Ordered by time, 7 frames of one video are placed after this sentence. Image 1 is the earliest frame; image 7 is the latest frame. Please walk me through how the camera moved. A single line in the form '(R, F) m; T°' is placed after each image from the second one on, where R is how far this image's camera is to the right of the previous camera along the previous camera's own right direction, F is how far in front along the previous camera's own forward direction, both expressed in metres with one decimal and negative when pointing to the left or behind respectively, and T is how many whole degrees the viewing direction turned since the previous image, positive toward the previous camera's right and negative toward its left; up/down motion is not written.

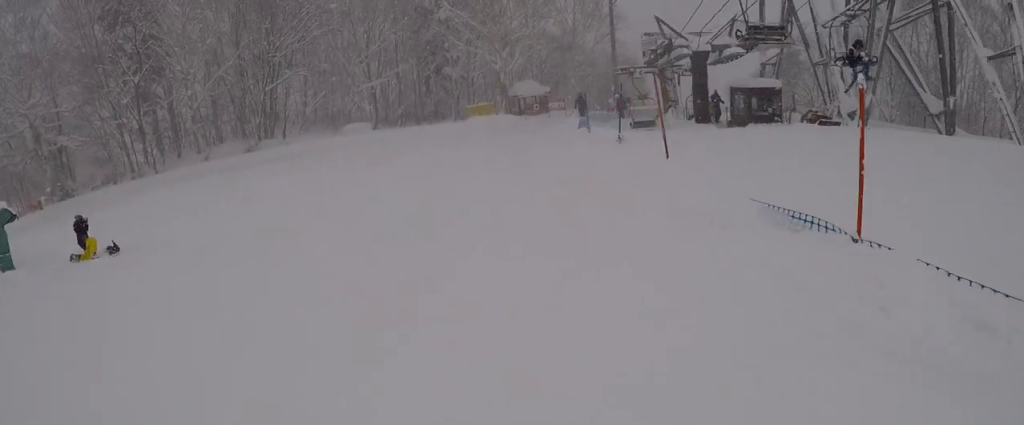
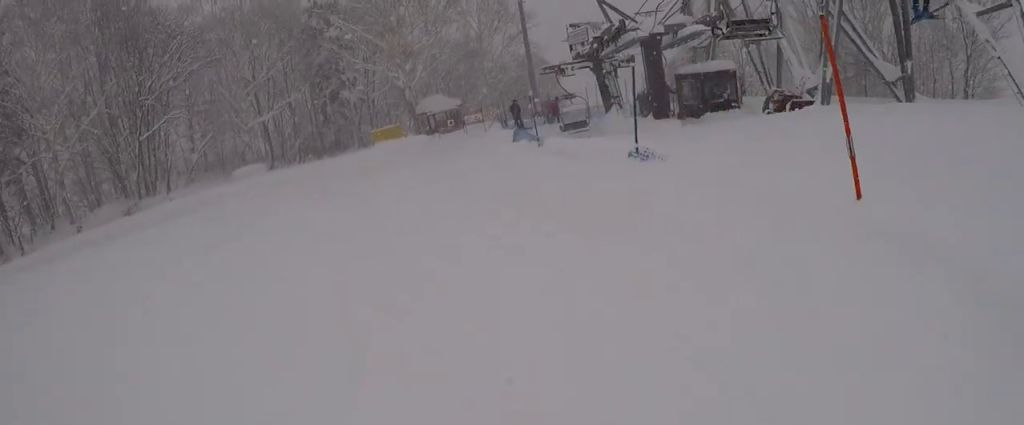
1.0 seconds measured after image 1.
(+0.2, +4.6) m; +6°
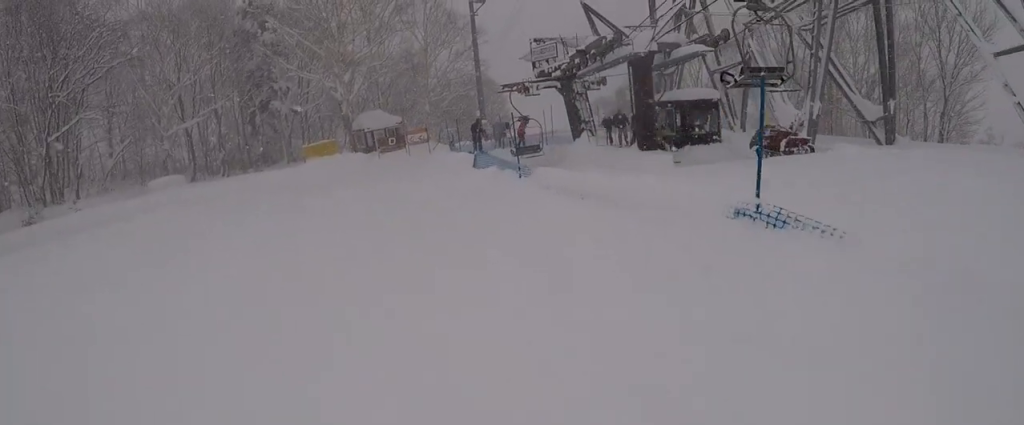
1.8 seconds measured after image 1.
(+0.2, +3.5) m; +4°
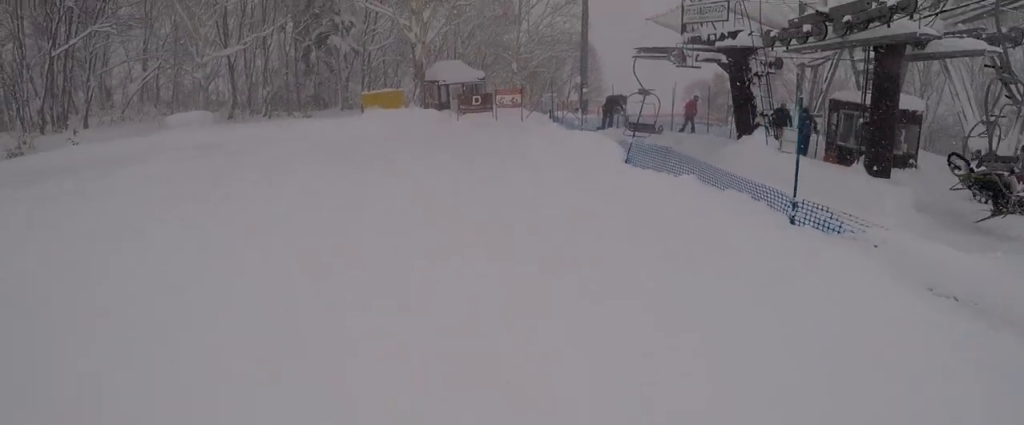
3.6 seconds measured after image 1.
(+0.5, +6.5) m; +10°
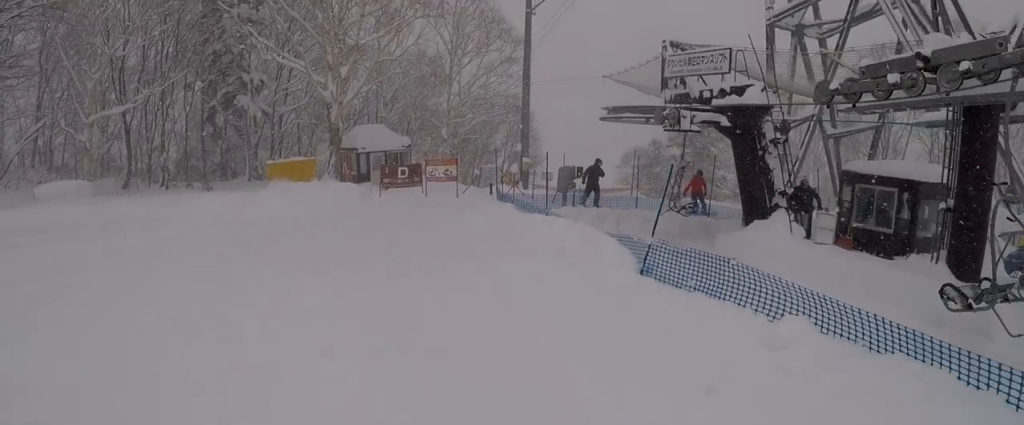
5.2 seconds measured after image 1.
(+0.1, +4.3) m; +3°
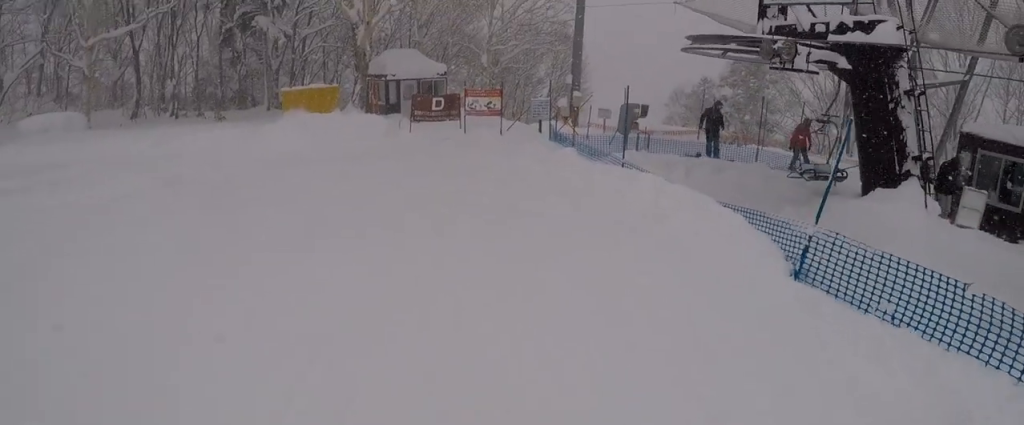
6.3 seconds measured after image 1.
(+0.1, +2.8) m; +4°
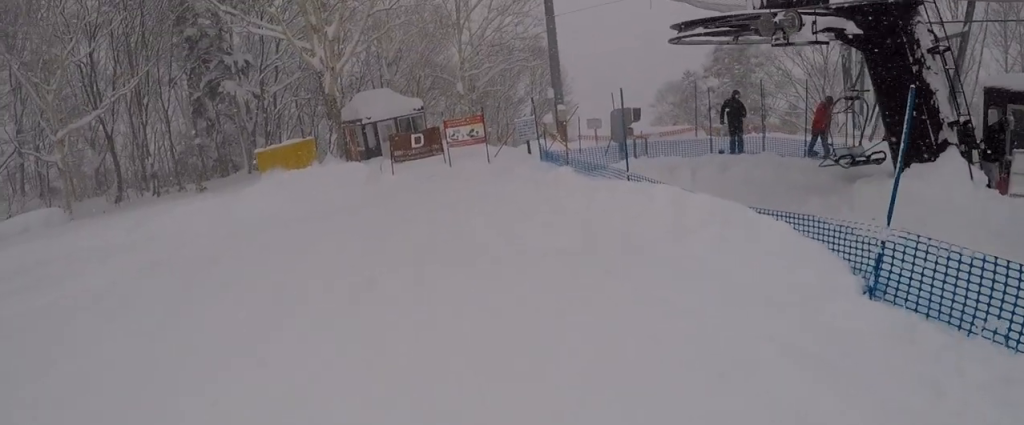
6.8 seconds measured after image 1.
(0.0, +1.1) m; +2°
